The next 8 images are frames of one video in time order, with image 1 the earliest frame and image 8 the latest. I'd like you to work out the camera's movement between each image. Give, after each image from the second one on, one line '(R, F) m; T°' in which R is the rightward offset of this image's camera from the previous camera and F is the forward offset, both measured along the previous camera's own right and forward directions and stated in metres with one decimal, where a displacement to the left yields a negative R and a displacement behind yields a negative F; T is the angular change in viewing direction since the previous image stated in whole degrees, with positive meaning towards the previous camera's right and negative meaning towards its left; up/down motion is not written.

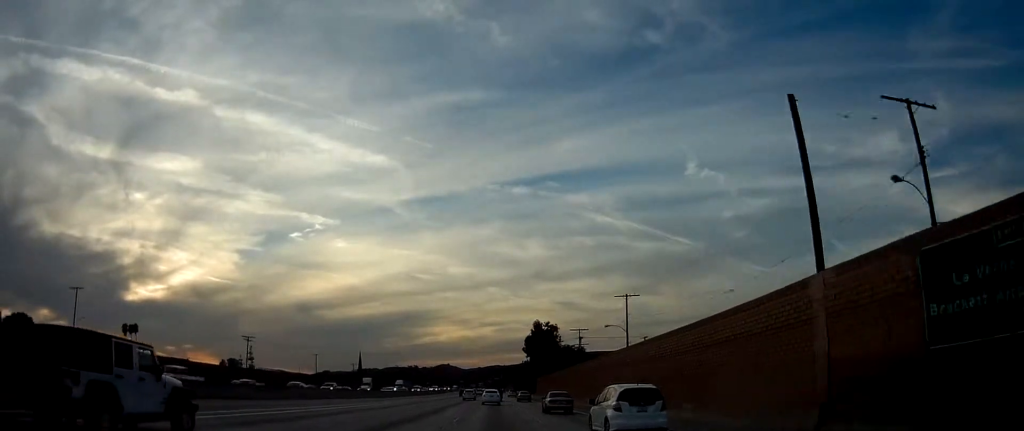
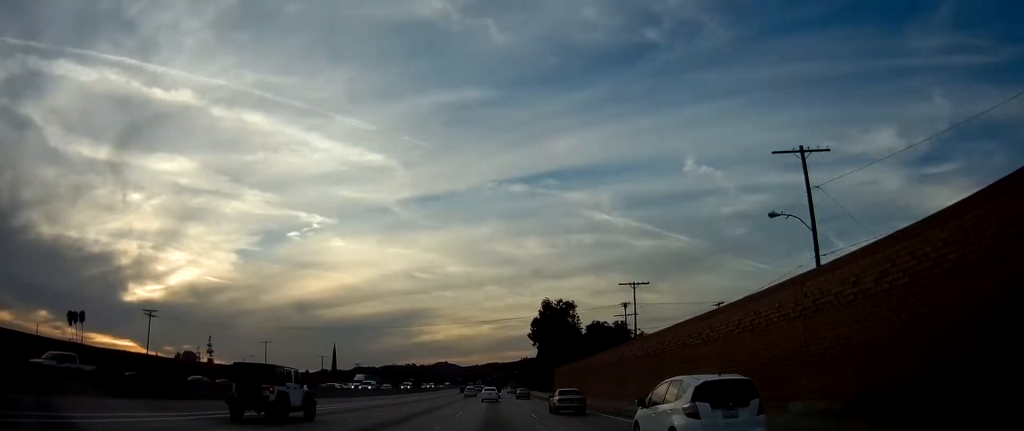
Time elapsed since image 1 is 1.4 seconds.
(0.0, +39.5) m; 0°
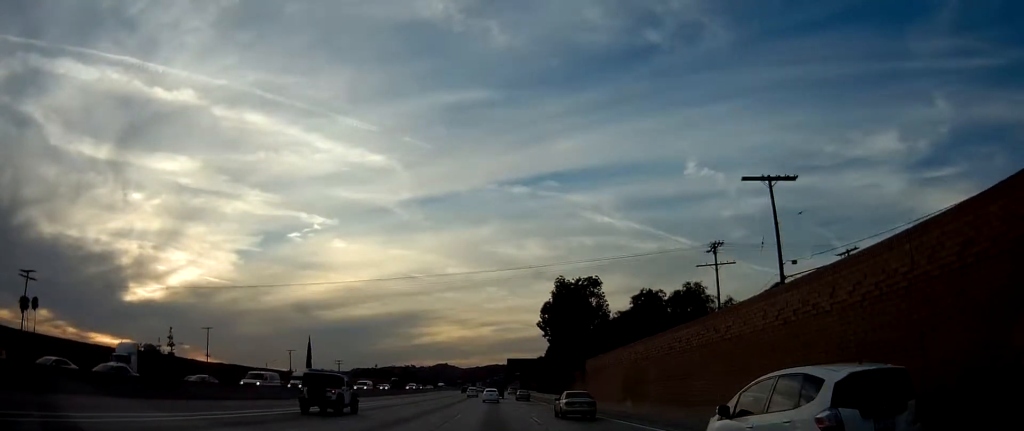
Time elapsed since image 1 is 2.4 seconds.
(+0.1, +30.3) m; 0°
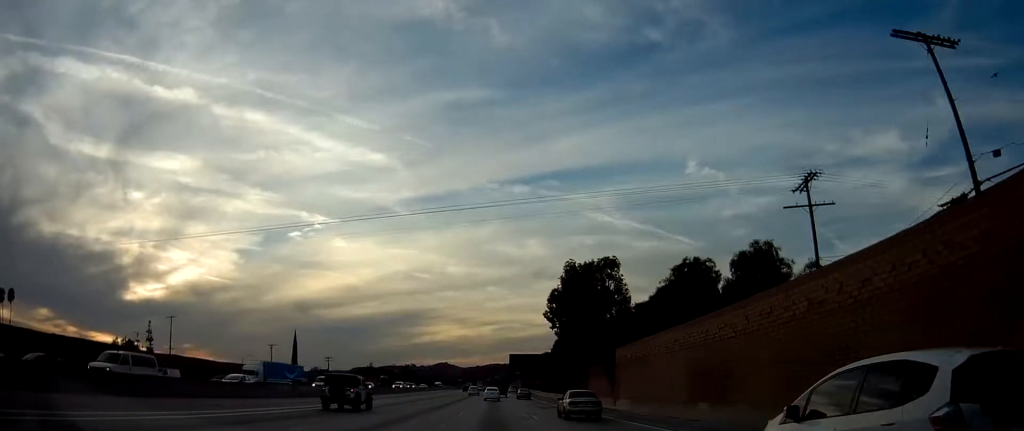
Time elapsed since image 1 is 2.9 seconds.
(0.0, +14.2) m; 0°
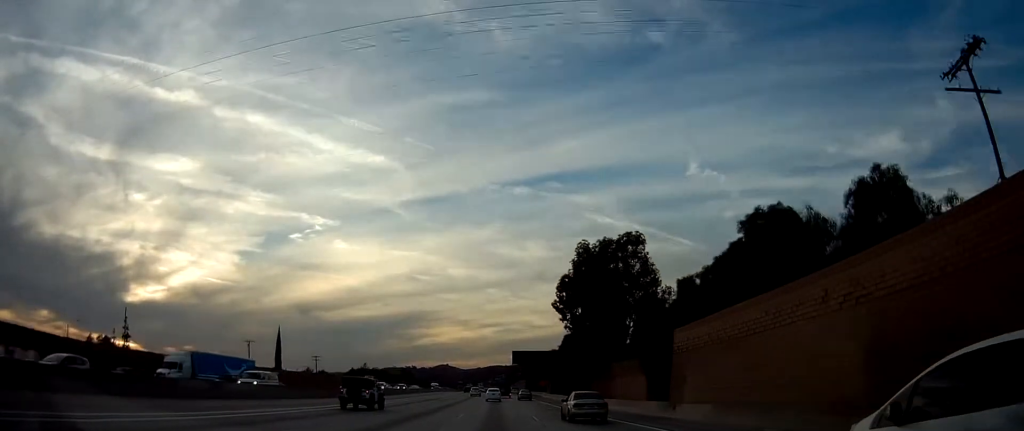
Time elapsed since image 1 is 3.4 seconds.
(-0.1, +14.2) m; 0°
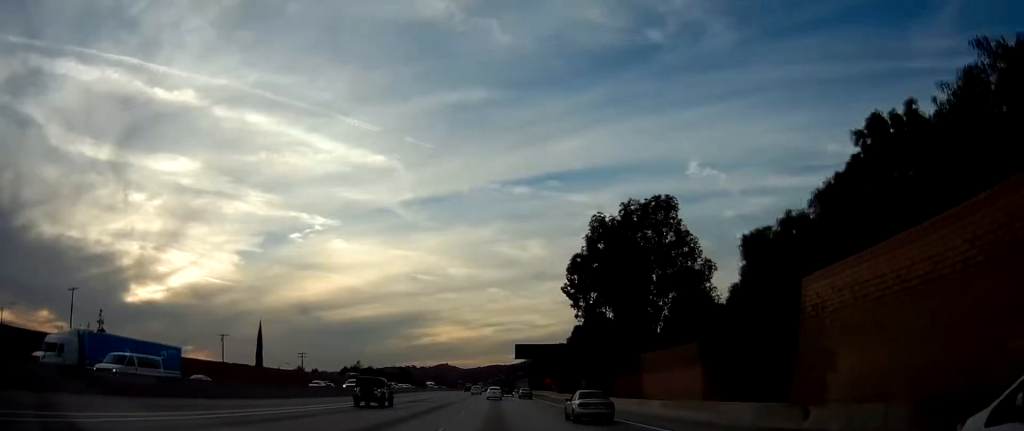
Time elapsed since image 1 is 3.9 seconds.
(0.0, +13.2) m; 0°
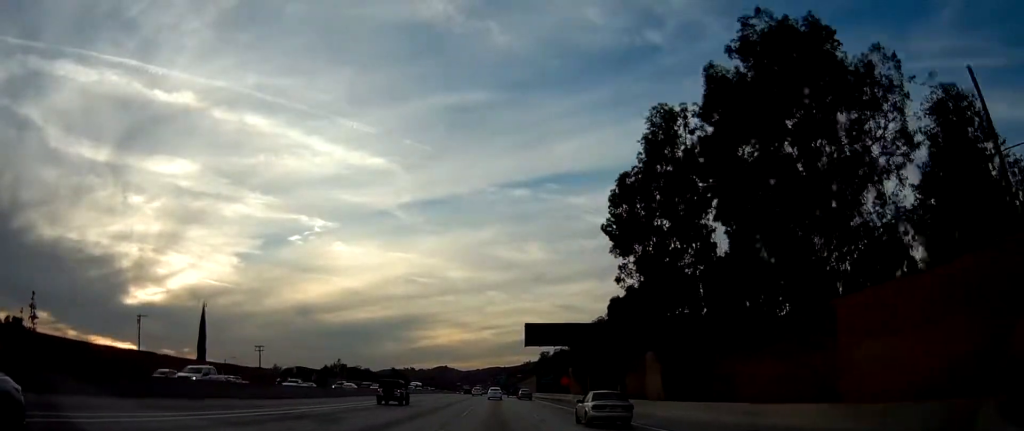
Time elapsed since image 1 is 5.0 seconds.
(0.0, +30.2) m; 0°
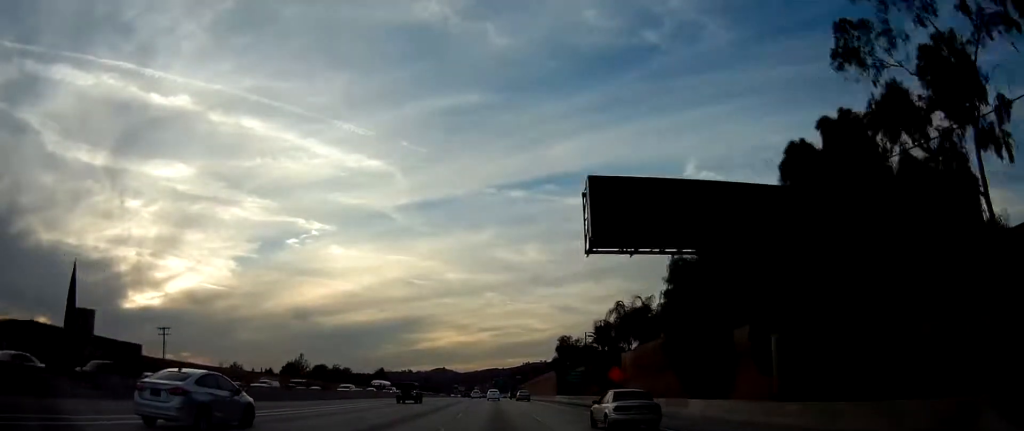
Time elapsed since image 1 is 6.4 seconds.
(0.0, +41.7) m; 0°
